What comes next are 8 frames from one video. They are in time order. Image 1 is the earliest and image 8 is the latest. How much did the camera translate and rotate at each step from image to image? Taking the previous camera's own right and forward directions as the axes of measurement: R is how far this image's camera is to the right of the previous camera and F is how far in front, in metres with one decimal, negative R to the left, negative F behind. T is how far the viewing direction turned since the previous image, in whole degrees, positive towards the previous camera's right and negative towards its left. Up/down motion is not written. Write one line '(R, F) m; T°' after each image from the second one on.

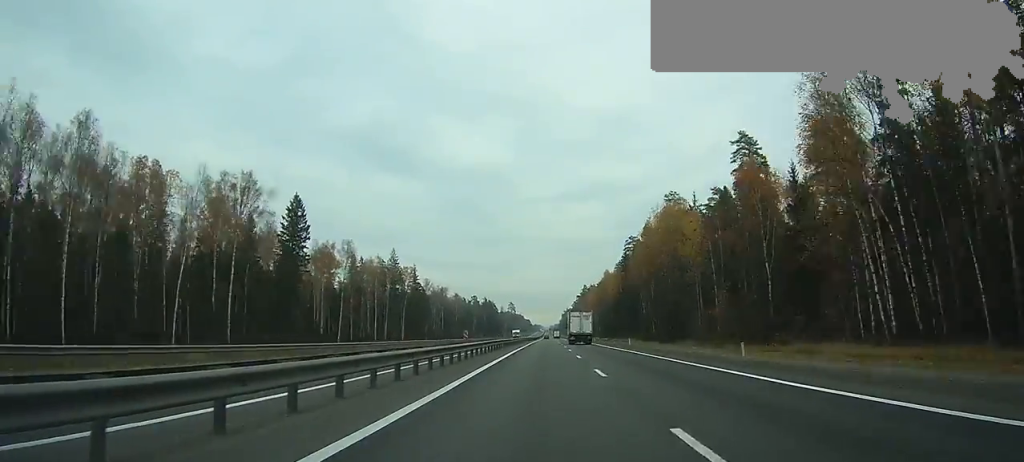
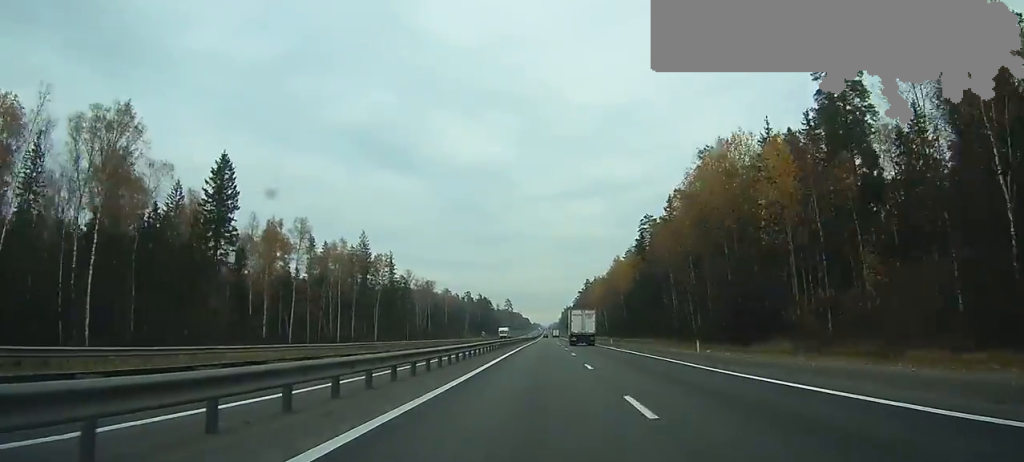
(0.0, +33.6) m; 0°
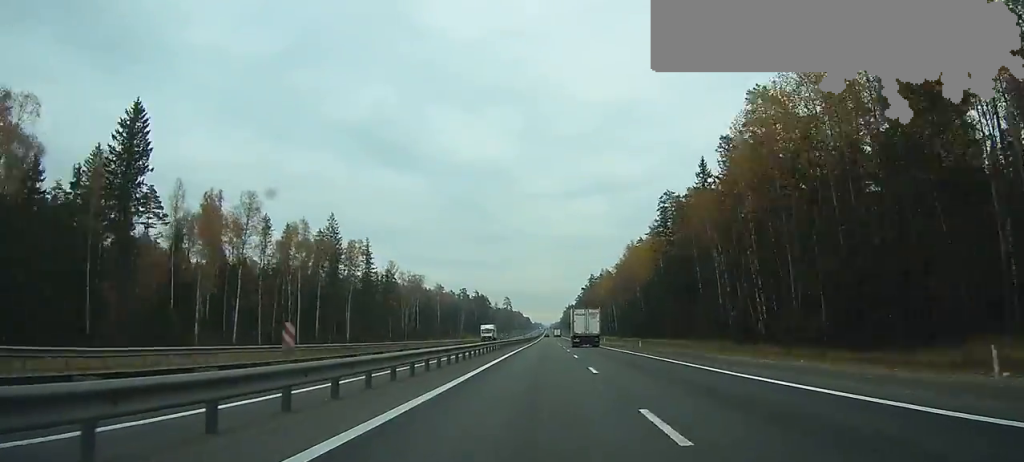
(0.0, +26.5) m; 0°
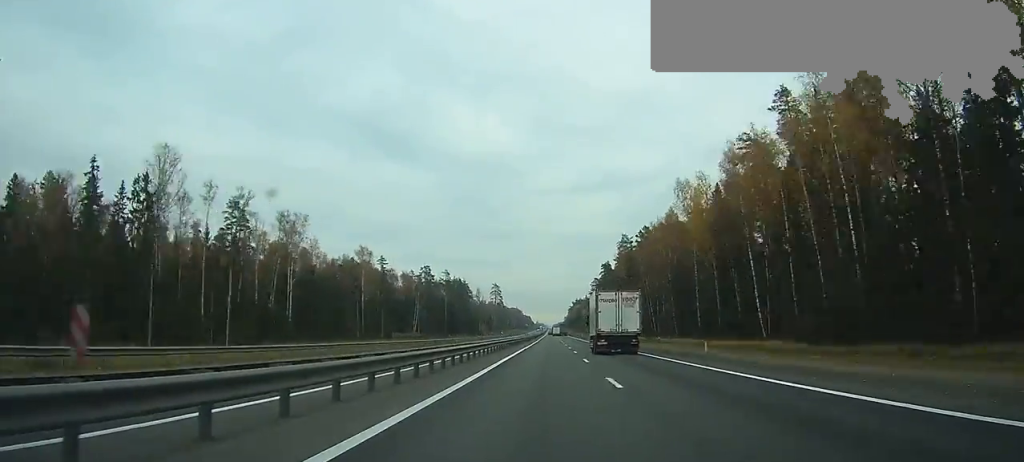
(-0.2, +122.3) m; 0°
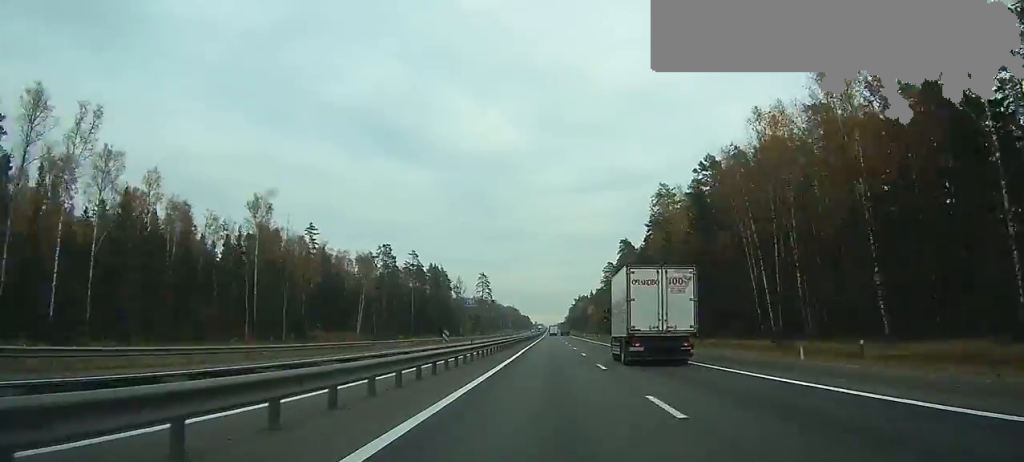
(0.0, +60.2) m; 0°
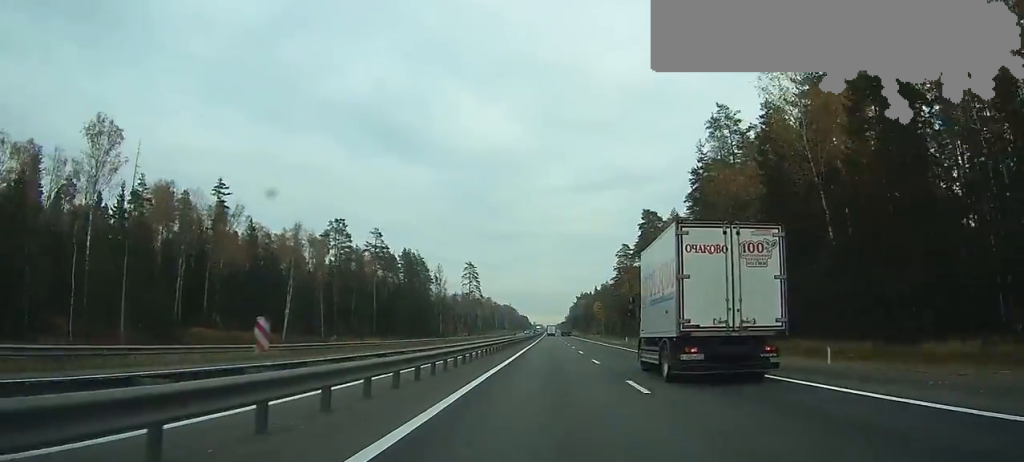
(0.0, +40.3) m; 0°
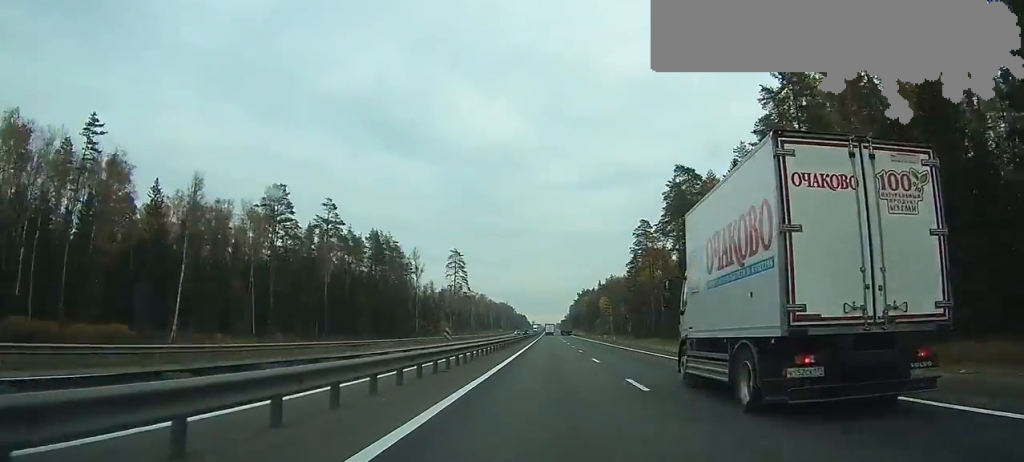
(0.0, +32.4) m; 0°
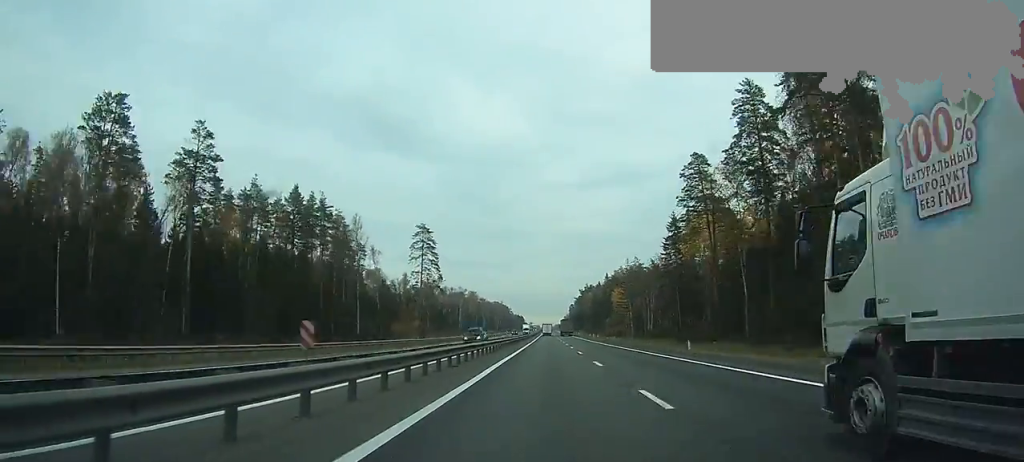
(0.0, +48.4) m; 0°
